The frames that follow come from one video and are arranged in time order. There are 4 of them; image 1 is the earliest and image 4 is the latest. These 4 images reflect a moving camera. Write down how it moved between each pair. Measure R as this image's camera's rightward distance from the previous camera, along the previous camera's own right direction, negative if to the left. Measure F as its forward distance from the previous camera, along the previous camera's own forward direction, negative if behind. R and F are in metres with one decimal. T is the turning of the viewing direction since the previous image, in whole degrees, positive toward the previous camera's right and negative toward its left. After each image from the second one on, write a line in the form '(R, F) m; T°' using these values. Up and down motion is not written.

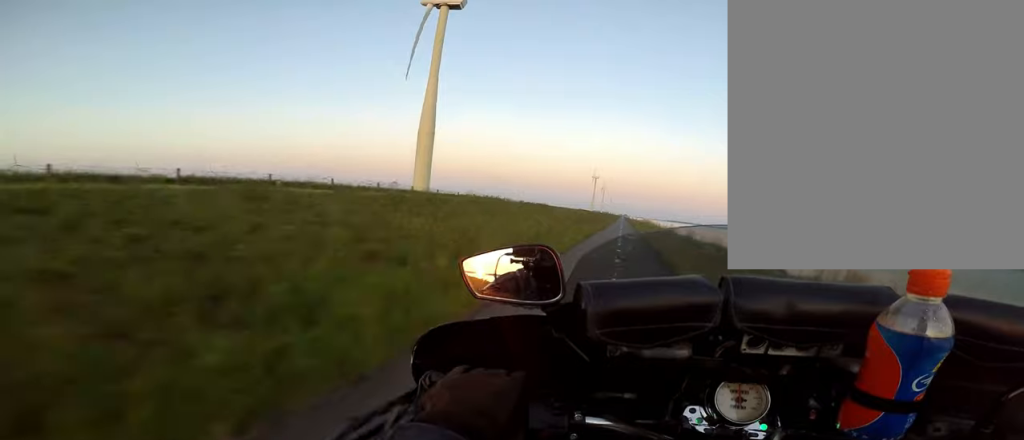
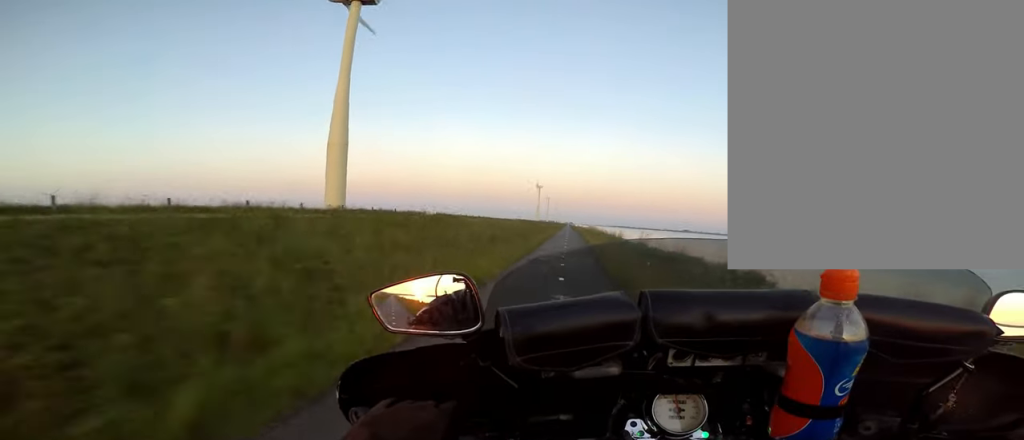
(+0.2, +10.1) m; -1°
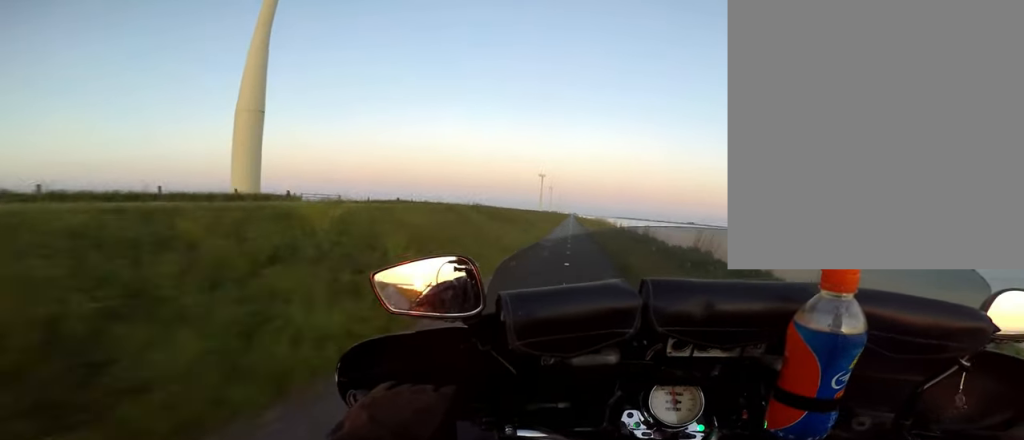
(-0.7, +22.9) m; -2°
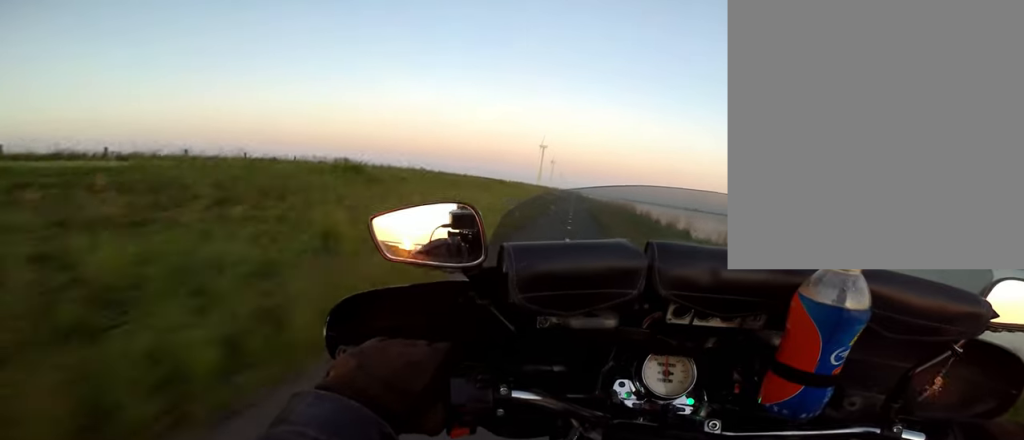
(+1.5, +56.8) m; +1°
